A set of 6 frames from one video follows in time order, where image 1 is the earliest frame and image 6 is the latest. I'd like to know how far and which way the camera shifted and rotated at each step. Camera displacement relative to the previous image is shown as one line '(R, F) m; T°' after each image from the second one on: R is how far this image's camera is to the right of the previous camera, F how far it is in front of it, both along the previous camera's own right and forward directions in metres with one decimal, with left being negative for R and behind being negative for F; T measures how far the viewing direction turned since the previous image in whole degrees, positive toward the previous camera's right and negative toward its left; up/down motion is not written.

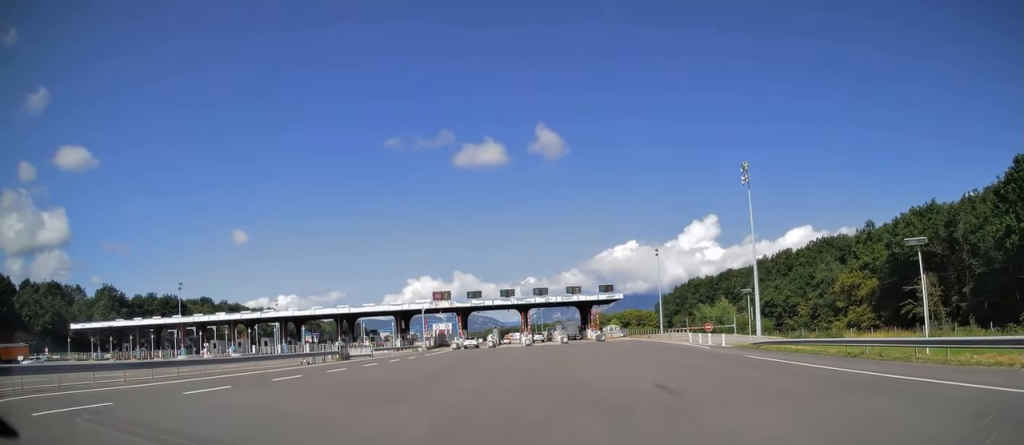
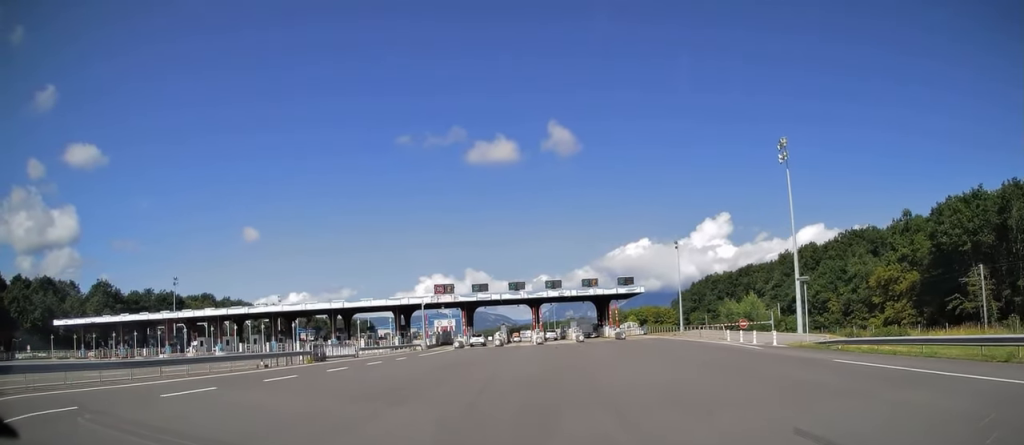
(-0.2, +8.2) m; -1°
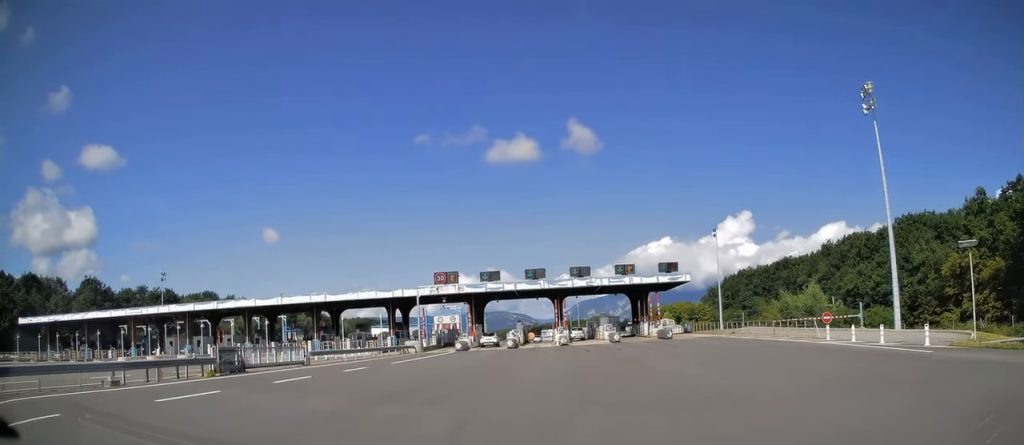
(-0.3, +14.6) m; -1°
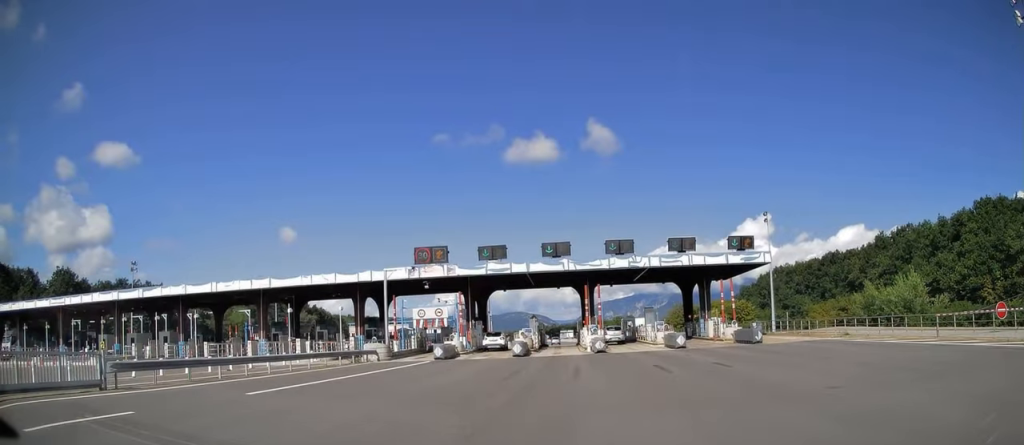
(-0.1, +18.9) m; -1°
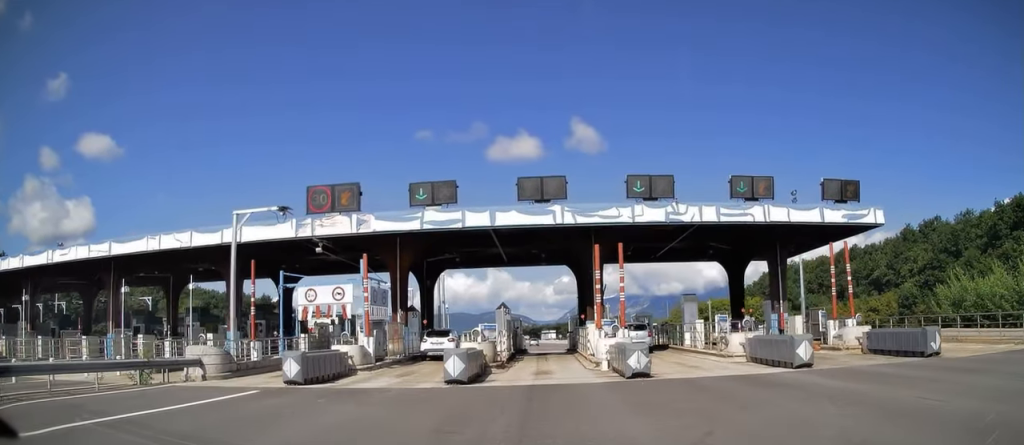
(-0.2, +19.4) m; -1°
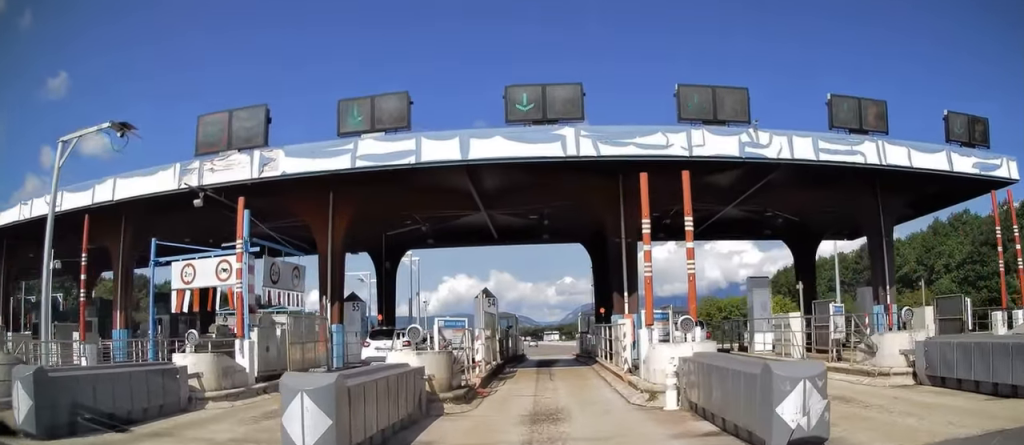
(+0.1, +10.1) m; +1°
